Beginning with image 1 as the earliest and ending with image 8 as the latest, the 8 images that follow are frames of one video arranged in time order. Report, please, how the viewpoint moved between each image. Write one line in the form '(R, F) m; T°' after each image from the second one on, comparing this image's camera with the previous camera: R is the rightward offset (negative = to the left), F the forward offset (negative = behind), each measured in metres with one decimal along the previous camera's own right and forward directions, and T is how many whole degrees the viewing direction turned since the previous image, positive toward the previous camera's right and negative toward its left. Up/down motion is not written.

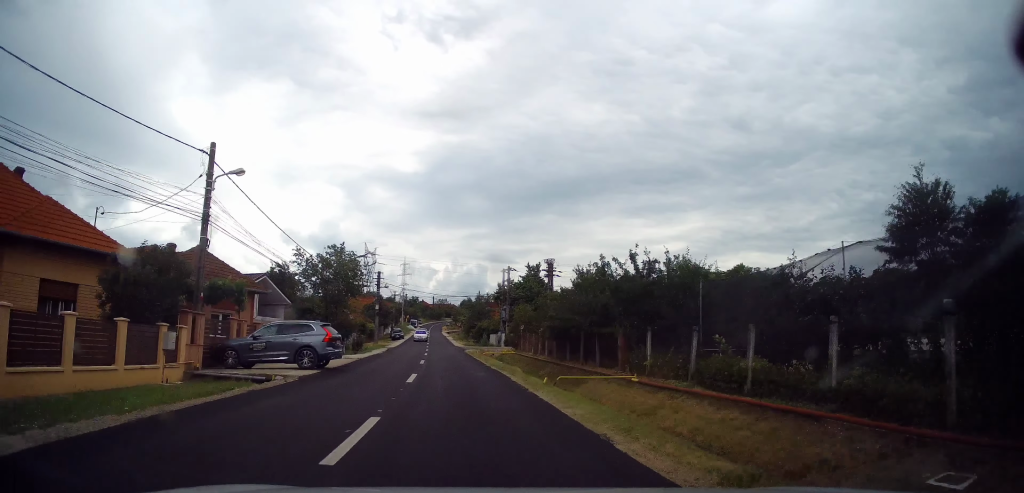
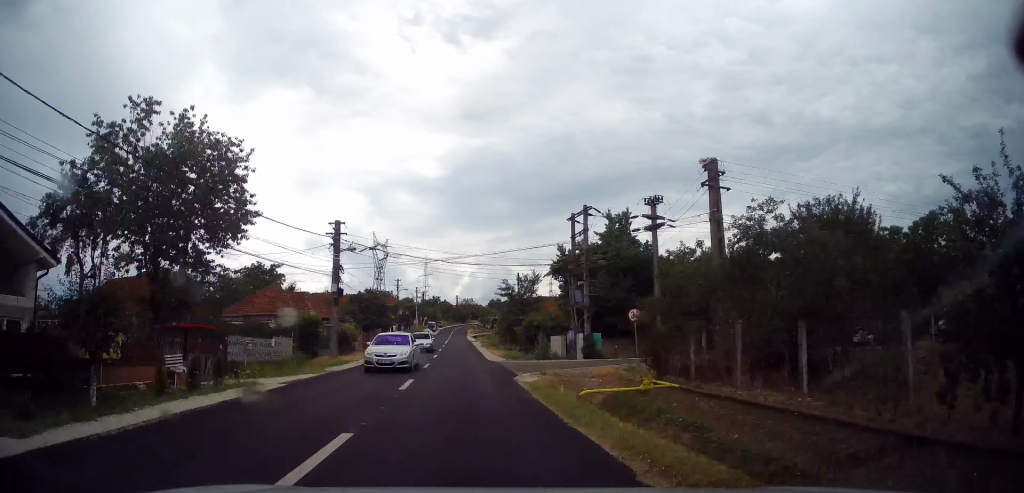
(-1.1, +28.0) m; -2°
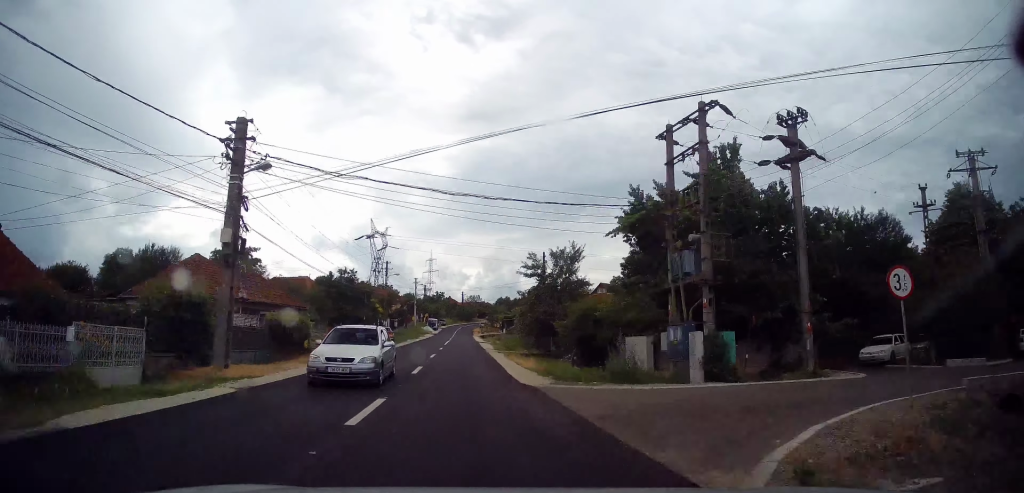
(0.0, +14.8) m; -1°
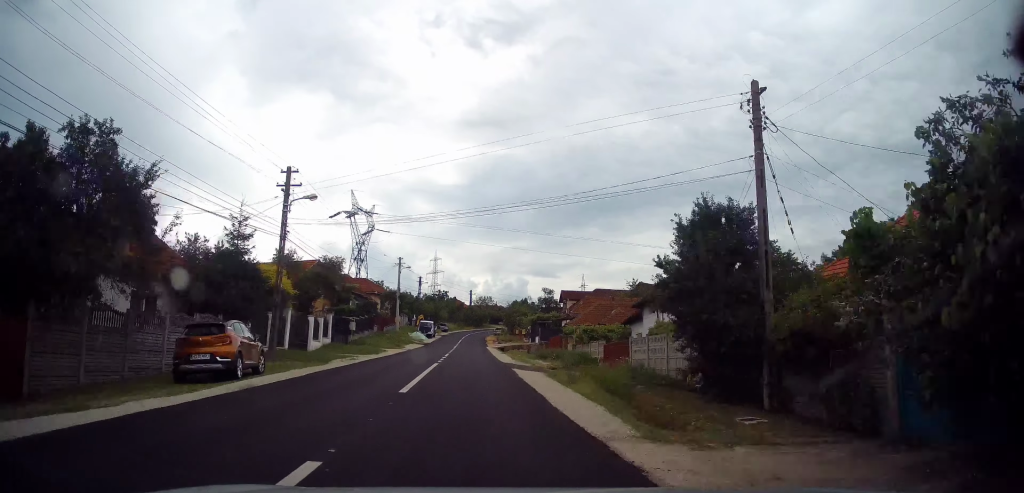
(-0.8, +33.2) m; -1°
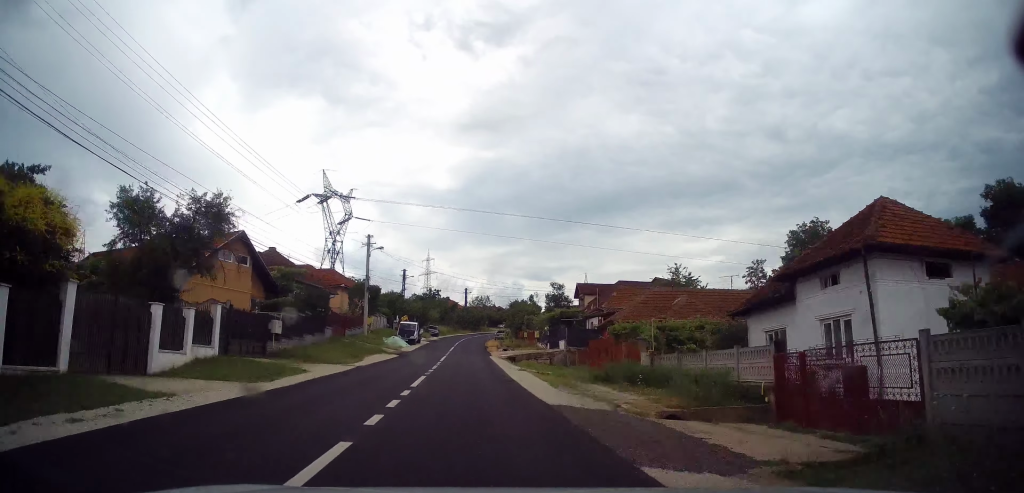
(+0.2, +16.7) m; +1°
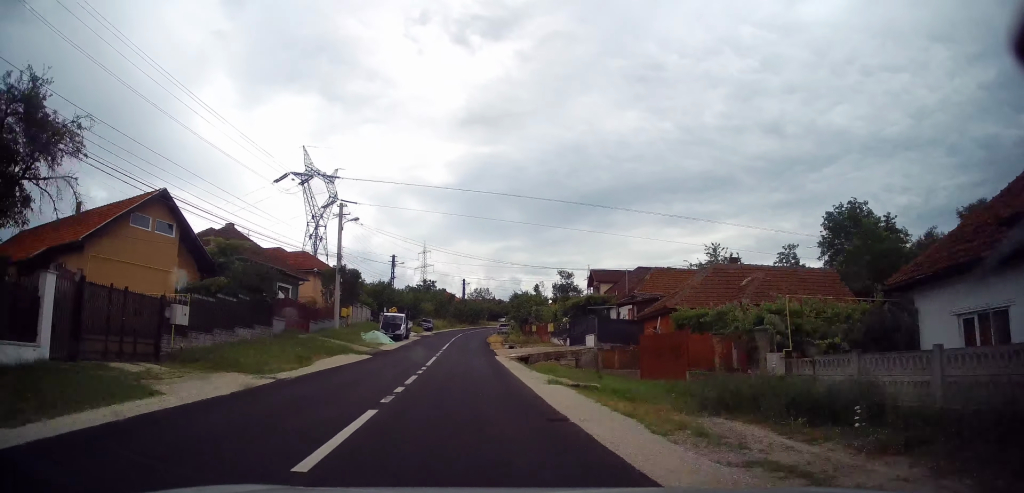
(+0.1, +9.4) m; 0°
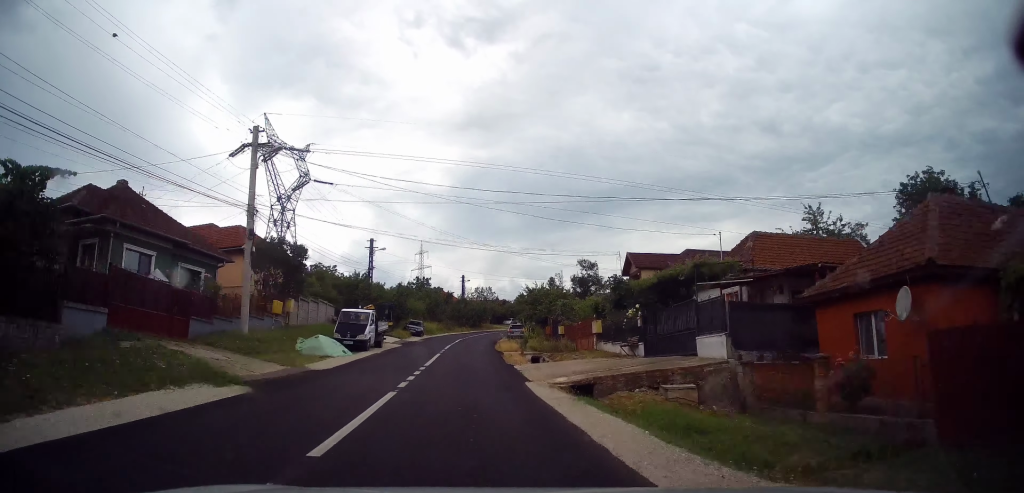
(+0.1, +14.8) m; 0°
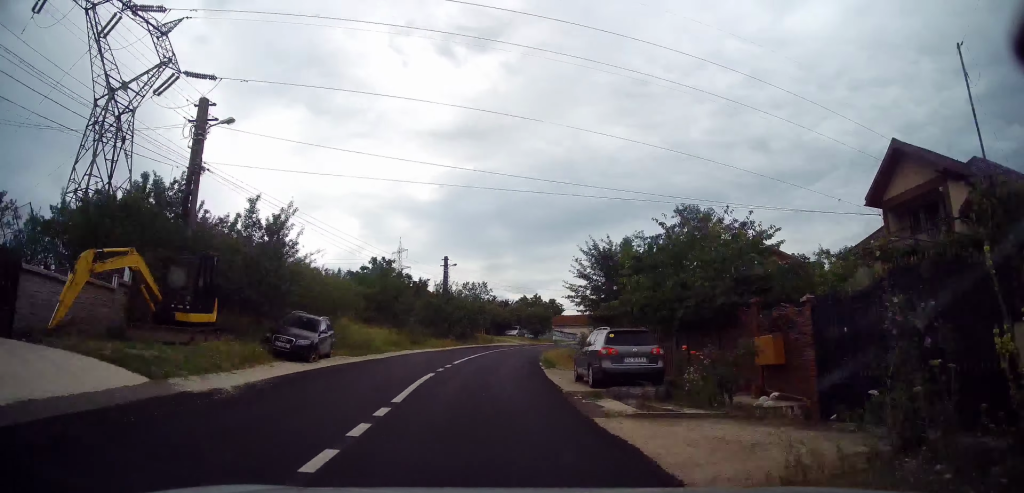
(-0.3, +33.2) m; +1°
